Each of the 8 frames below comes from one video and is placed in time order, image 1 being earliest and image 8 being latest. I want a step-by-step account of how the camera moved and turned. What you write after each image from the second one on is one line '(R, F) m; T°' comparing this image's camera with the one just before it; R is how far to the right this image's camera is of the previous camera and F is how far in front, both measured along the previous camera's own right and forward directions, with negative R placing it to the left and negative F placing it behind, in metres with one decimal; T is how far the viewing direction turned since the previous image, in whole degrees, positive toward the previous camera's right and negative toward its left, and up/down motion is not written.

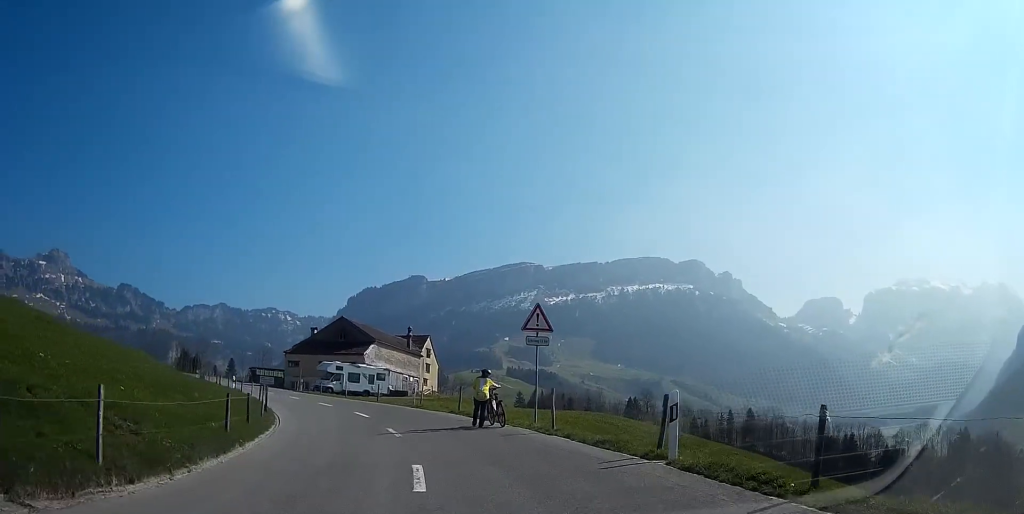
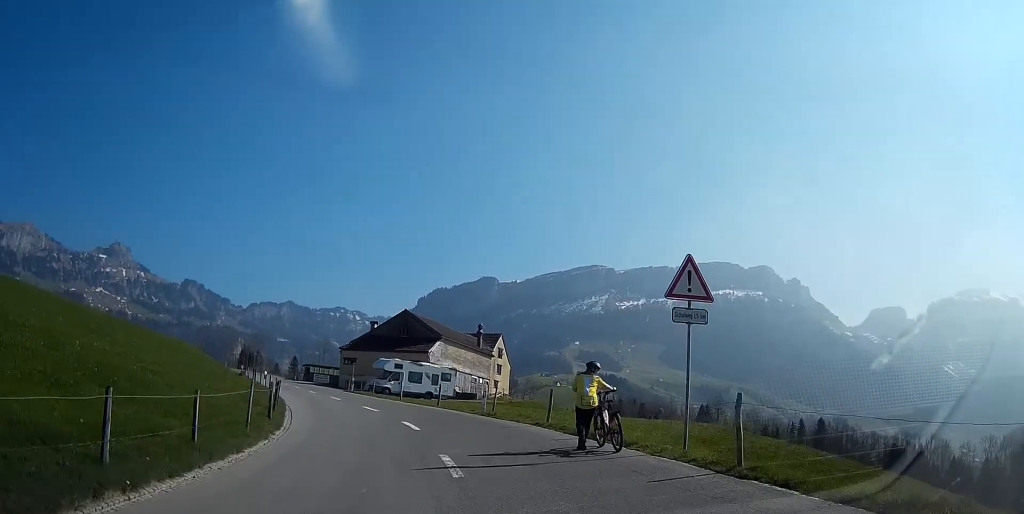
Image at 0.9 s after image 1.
(-0.3, +8.1) m; -5°
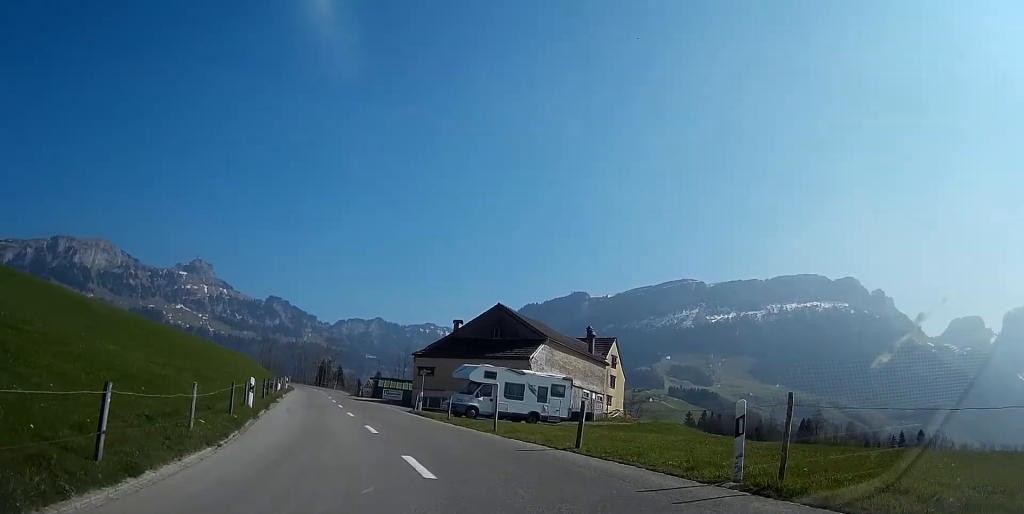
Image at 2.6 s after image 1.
(-1.3, +17.4) m; -8°
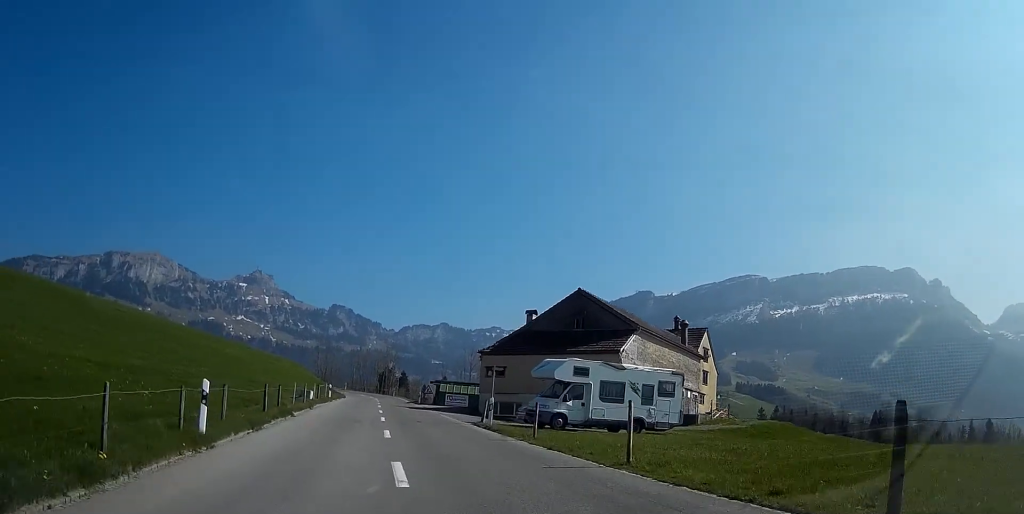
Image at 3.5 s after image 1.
(-0.3, +9.4) m; -4°
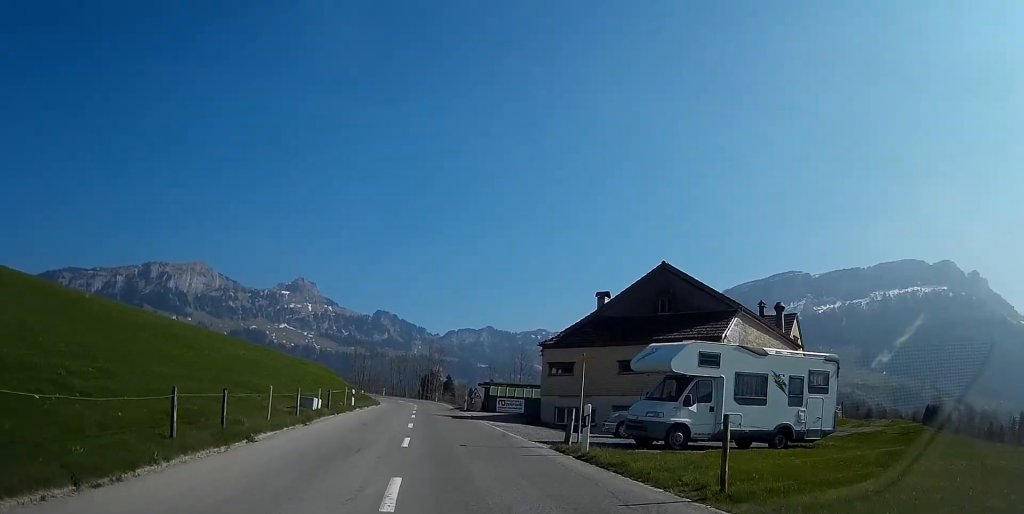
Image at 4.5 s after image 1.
(-0.4, +10.6) m; -3°
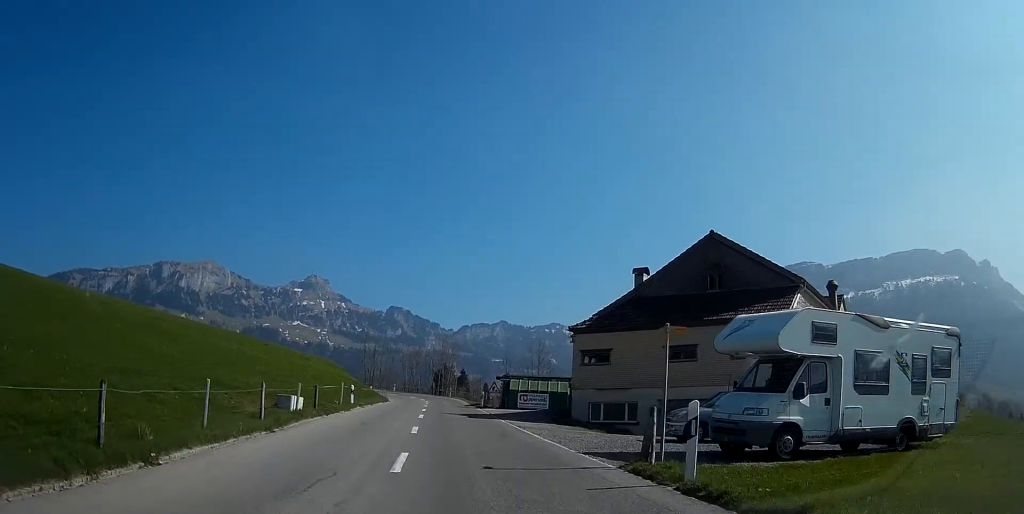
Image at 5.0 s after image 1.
(0.0, +6.0) m; -1°
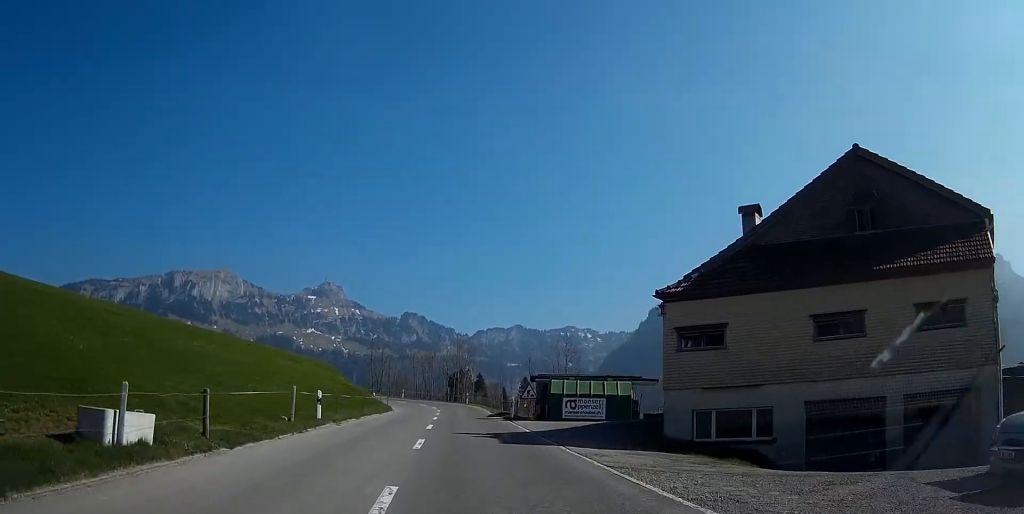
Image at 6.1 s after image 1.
(-0.2, +12.8) m; -1°
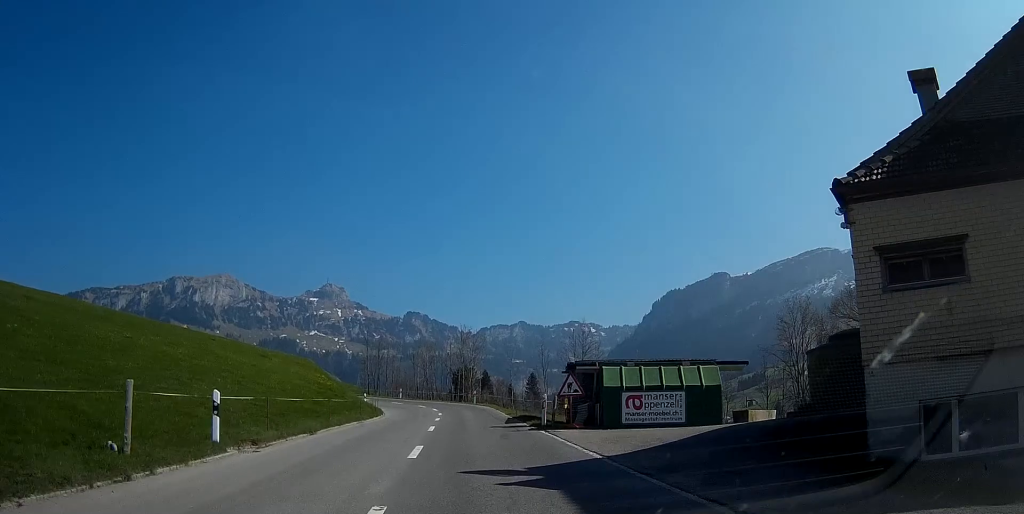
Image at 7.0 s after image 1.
(0.0, +11.0) m; 0°
